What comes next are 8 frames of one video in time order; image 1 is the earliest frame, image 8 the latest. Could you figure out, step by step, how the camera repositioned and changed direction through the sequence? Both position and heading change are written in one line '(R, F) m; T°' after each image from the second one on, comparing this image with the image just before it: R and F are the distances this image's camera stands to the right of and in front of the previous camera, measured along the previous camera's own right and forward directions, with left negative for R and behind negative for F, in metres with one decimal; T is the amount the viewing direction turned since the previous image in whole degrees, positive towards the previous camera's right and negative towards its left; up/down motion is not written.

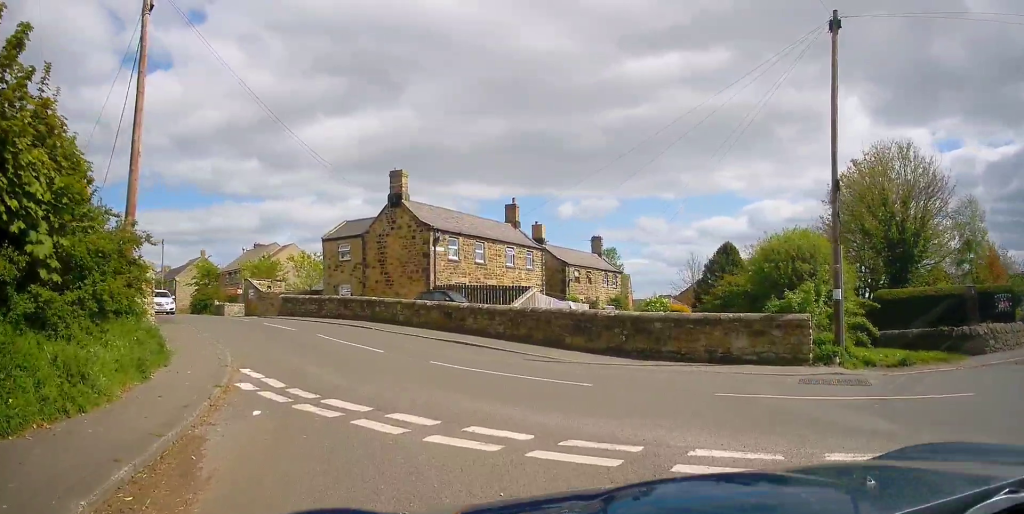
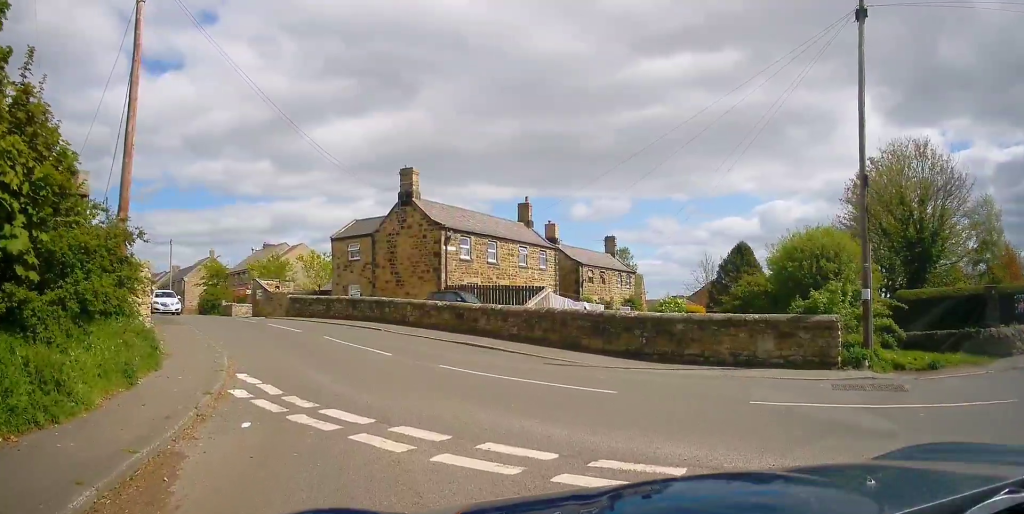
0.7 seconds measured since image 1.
(0.0, +1.5) m; 0°
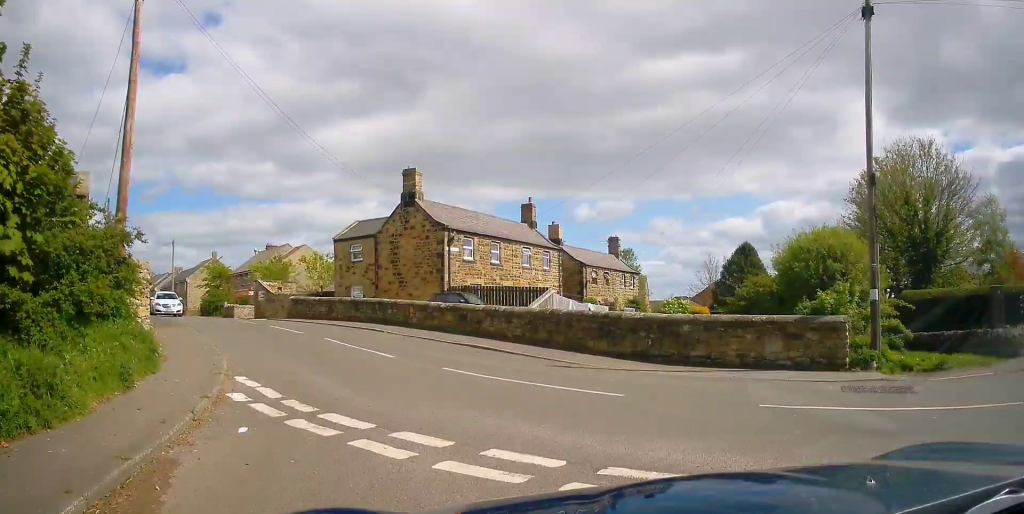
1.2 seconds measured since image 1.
(0.0, +0.8) m; 0°
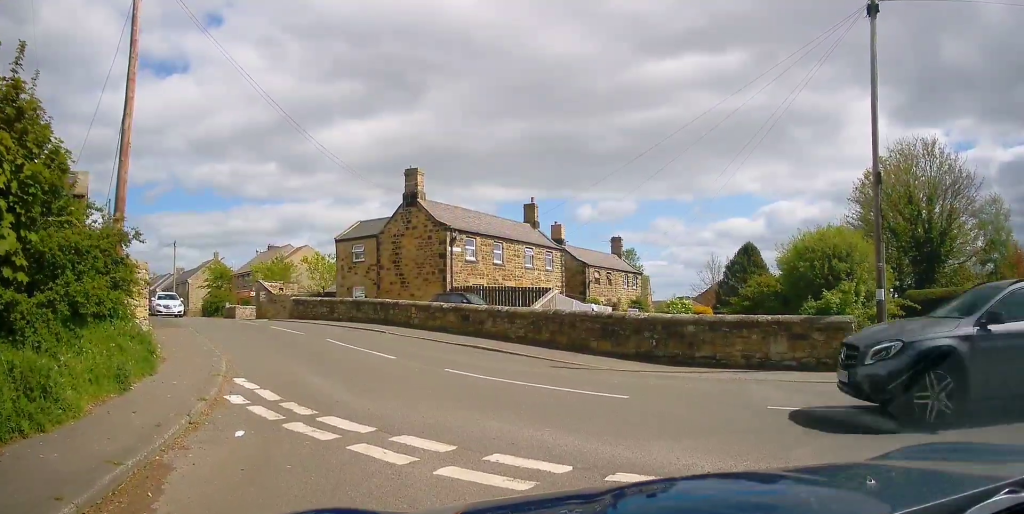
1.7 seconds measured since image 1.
(-0.1, +0.3) m; 0°
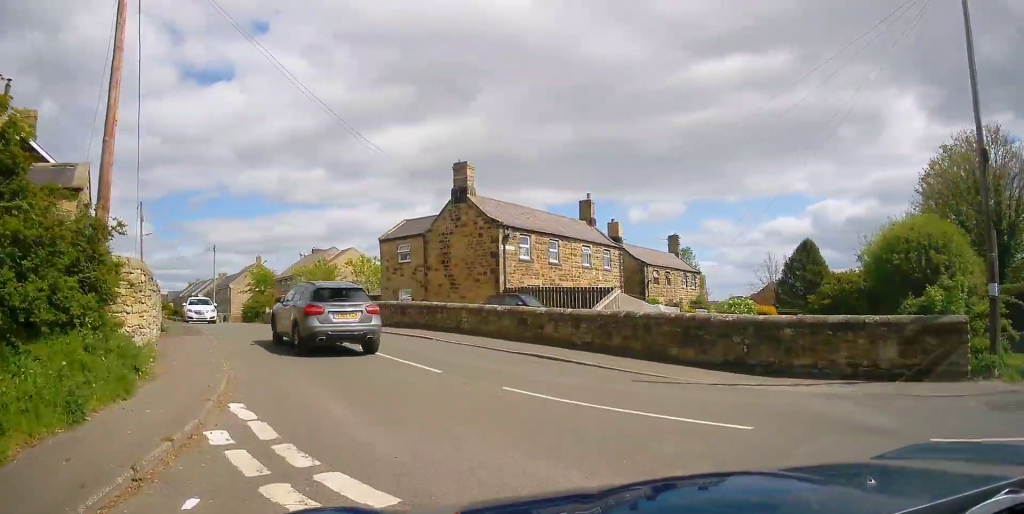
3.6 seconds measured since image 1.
(-0.3, +0.9) m; -4°
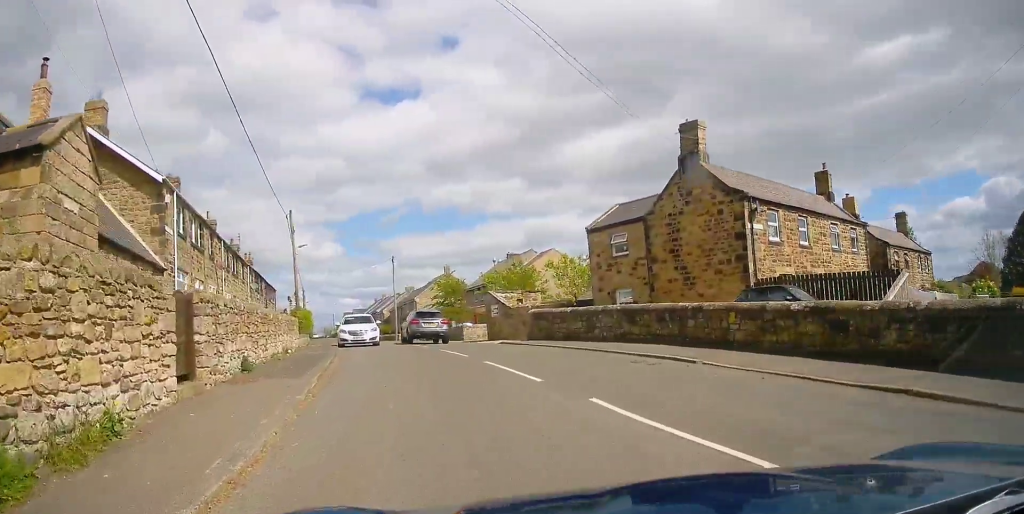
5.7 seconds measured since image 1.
(-0.9, +4.4) m; -22°
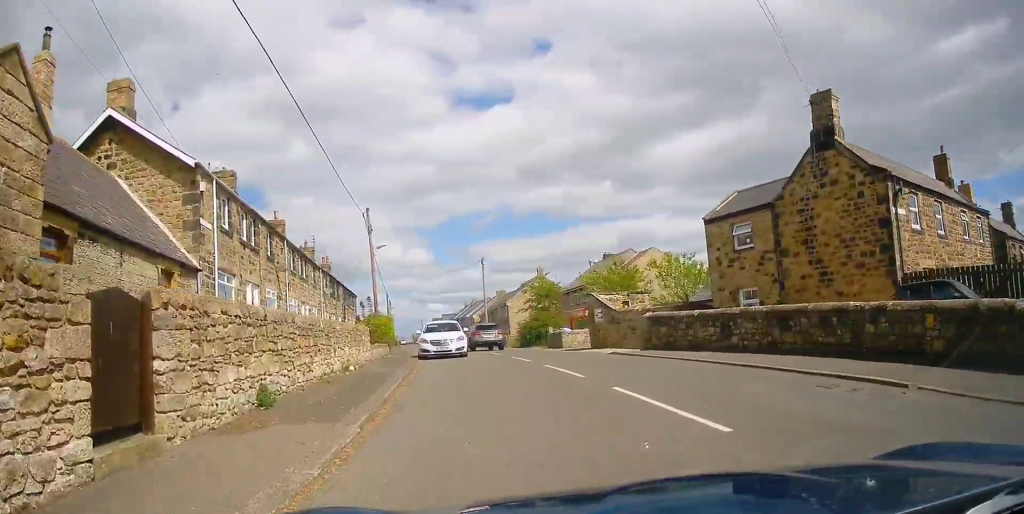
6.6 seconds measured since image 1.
(-0.3, +3.0) m; -8°
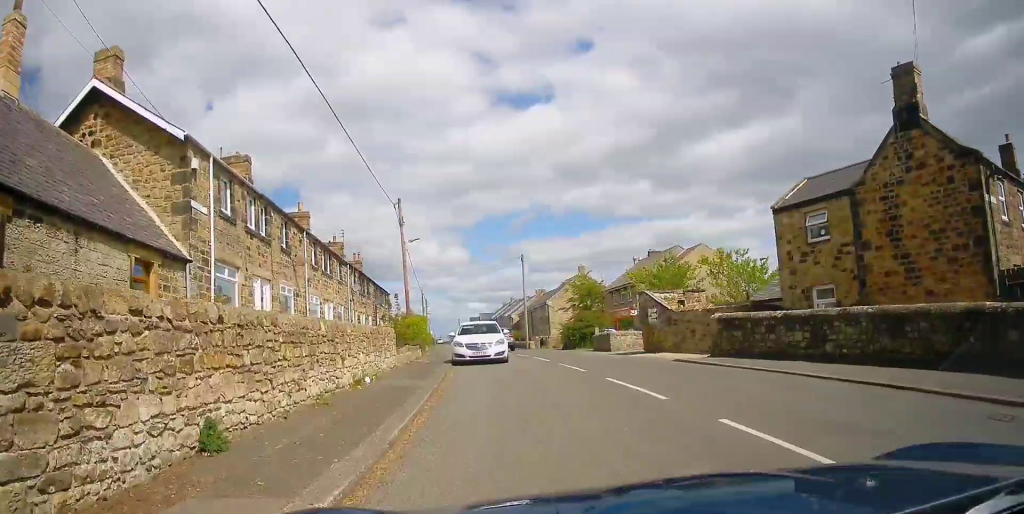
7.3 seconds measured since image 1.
(-0.1, +2.6) m; -3°
